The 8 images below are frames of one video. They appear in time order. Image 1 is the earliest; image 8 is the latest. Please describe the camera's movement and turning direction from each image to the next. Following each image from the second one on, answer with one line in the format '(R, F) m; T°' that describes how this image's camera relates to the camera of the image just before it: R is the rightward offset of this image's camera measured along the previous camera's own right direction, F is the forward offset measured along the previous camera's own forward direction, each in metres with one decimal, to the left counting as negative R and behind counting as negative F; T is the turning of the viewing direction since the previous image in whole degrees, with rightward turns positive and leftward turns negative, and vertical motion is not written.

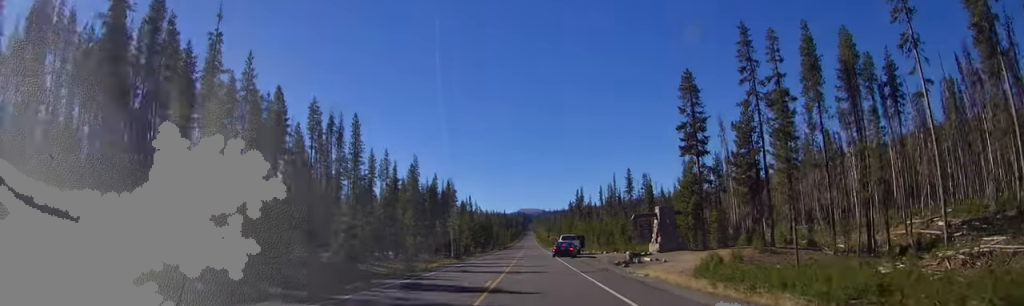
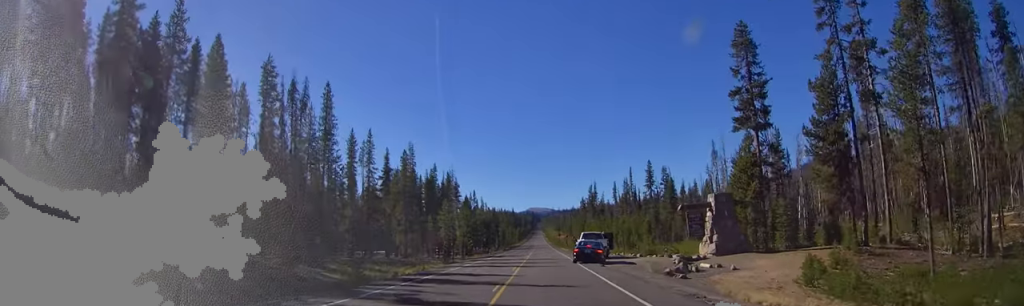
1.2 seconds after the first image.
(-0.4, +15.0) m; 0°
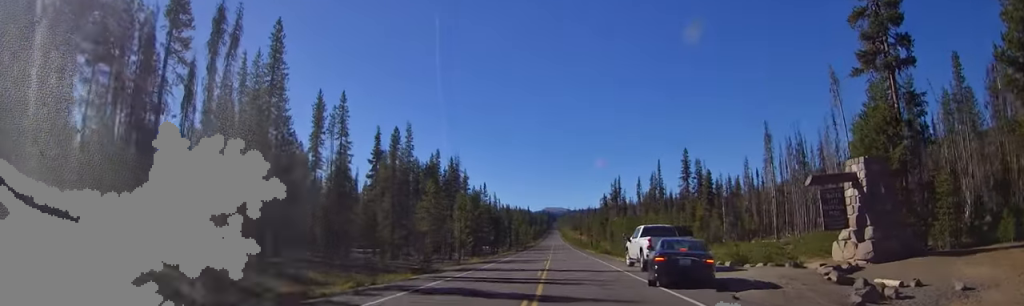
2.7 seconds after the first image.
(+0.3, +18.0) m; 0°
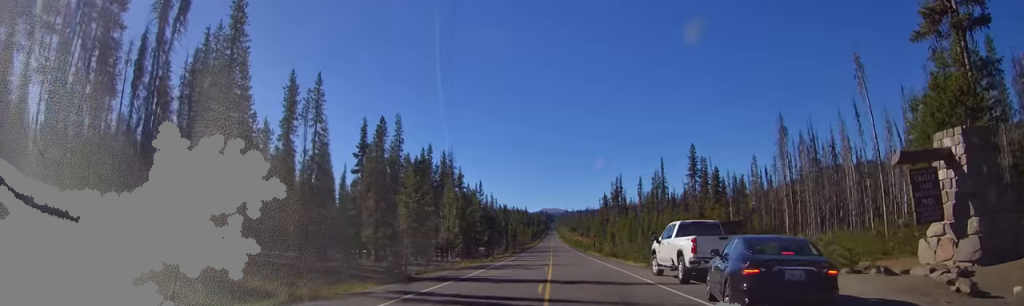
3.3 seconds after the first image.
(-0.2, +6.7) m; 0°
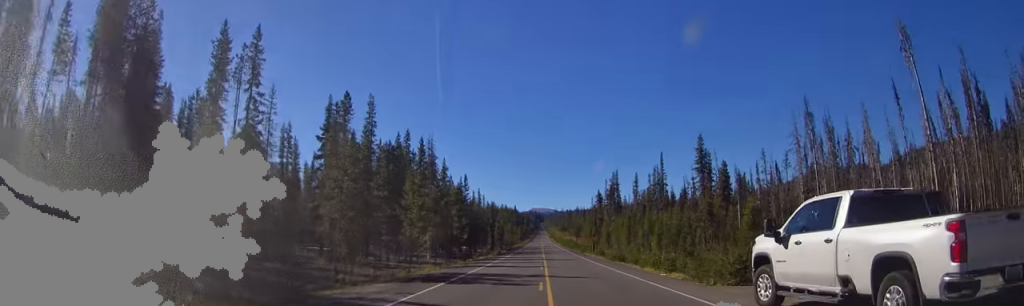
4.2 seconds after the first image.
(+0.3, +11.3) m; +2°
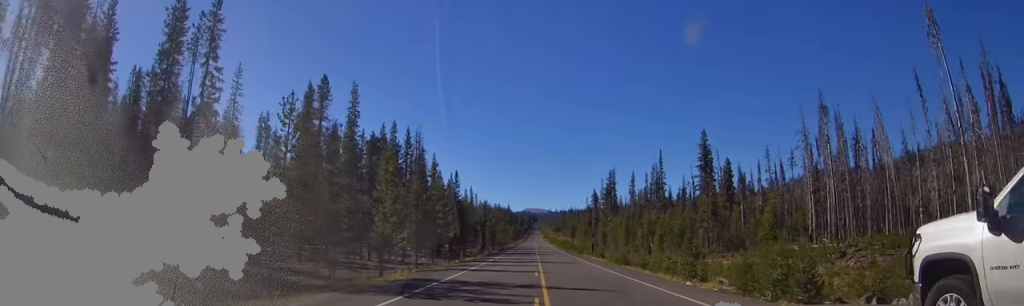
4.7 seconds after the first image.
(0.0, +5.5) m; 0°
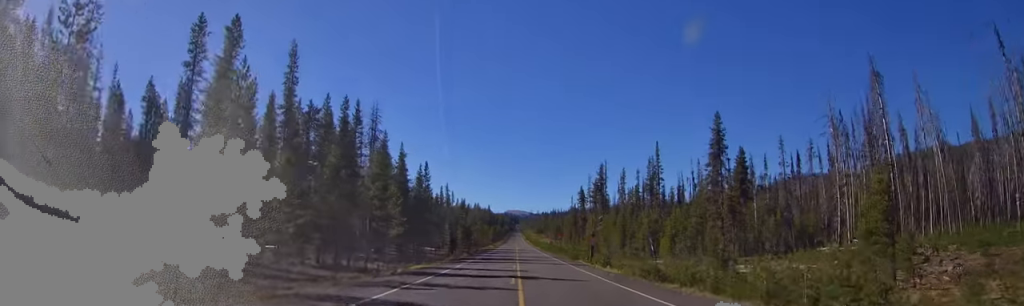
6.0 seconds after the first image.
(-0.3, +15.5) m; -1°
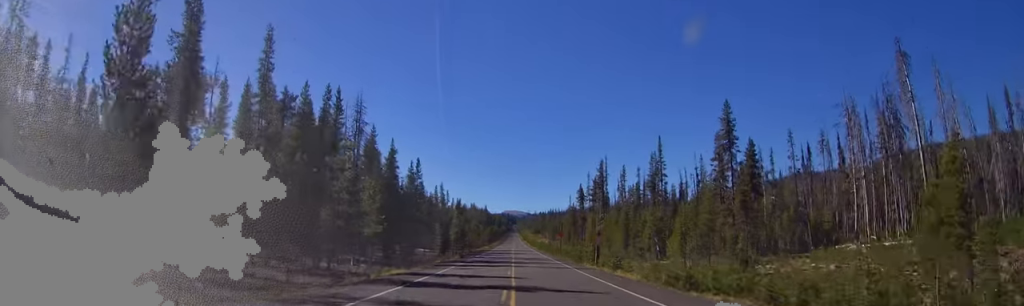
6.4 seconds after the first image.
(-0.1, +5.3) m; 0°
